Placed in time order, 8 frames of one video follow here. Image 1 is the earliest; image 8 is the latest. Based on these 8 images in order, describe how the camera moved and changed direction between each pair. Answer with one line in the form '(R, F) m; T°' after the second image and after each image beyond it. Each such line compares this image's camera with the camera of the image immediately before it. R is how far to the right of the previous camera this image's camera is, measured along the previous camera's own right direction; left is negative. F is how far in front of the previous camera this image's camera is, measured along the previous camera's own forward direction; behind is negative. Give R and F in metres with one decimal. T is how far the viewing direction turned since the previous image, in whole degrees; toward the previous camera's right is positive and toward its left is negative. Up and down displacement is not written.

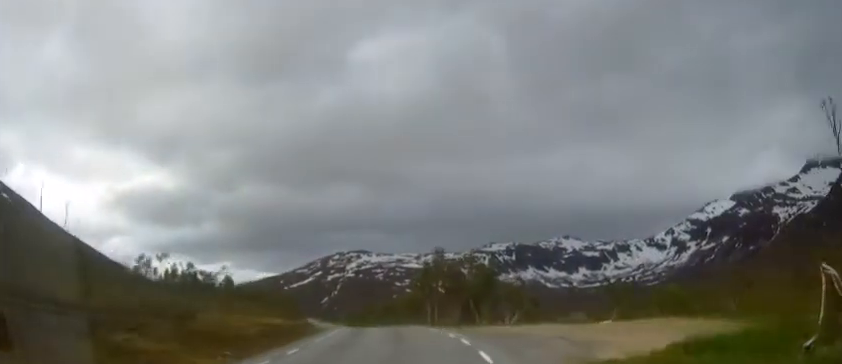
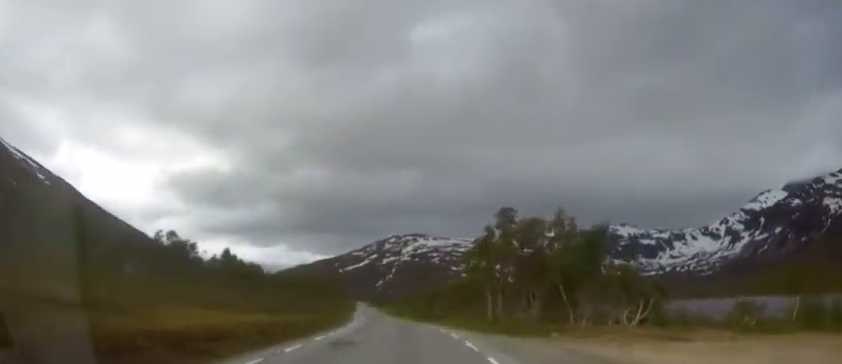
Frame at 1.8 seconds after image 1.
(-0.8, +25.6) m; -4°
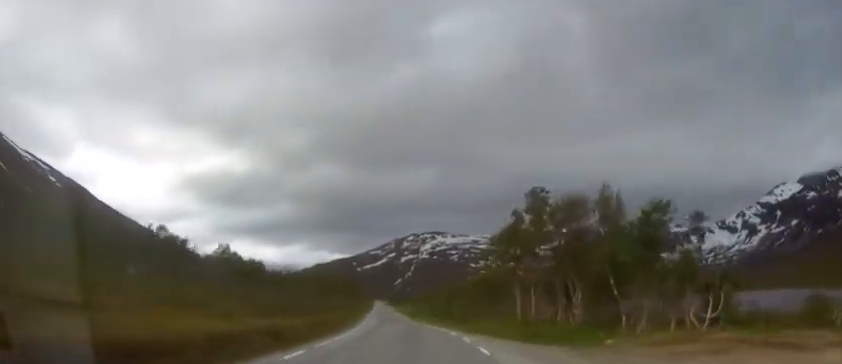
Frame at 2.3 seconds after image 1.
(0.0, +7.9) m; -2°
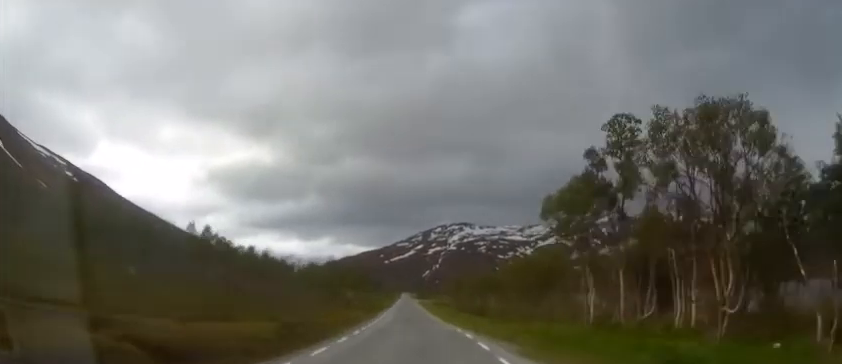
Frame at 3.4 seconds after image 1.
(-0.5, +15.9) m; -3°
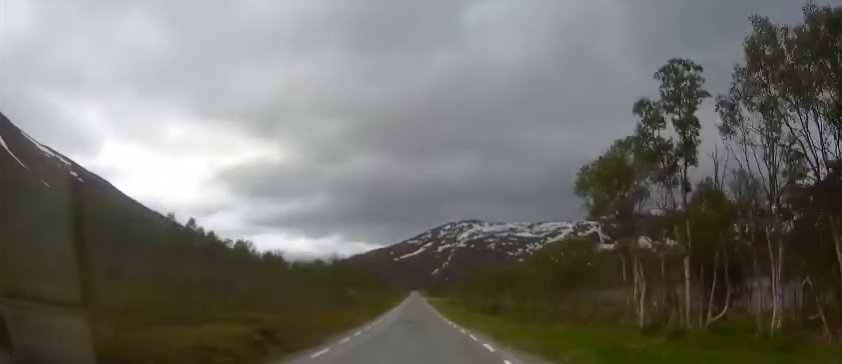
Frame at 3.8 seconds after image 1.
(-0.1, +6.6) m; -1°
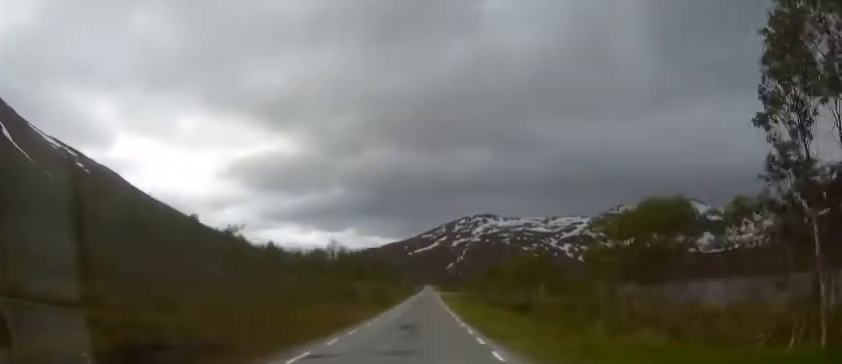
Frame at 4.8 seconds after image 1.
(-0.2, +14.9) m; -2°
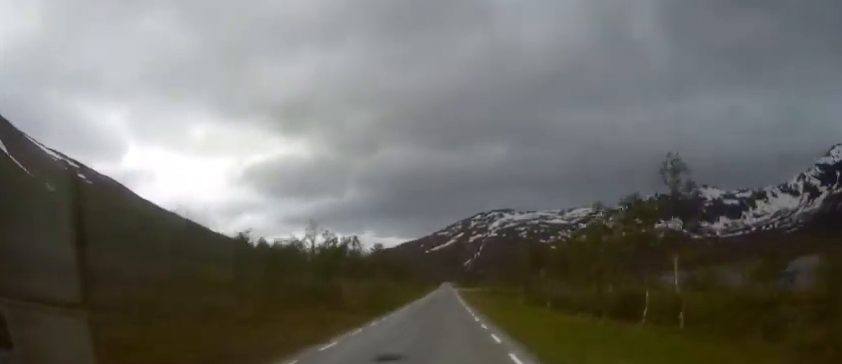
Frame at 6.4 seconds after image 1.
(-0.4, +26.2) m; -1°
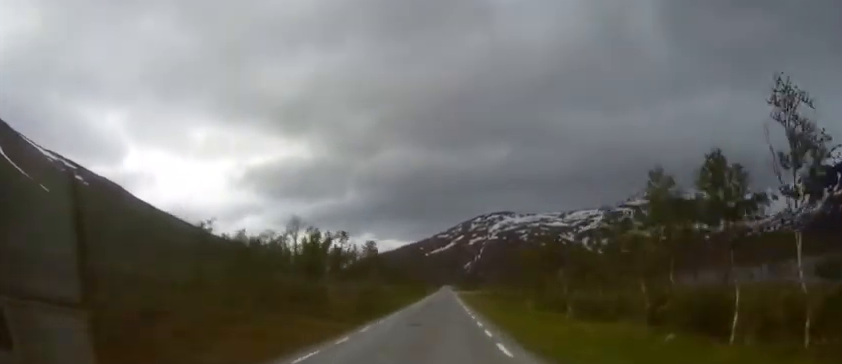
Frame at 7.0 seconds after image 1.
(-0.1, +9.3) m; 0°
